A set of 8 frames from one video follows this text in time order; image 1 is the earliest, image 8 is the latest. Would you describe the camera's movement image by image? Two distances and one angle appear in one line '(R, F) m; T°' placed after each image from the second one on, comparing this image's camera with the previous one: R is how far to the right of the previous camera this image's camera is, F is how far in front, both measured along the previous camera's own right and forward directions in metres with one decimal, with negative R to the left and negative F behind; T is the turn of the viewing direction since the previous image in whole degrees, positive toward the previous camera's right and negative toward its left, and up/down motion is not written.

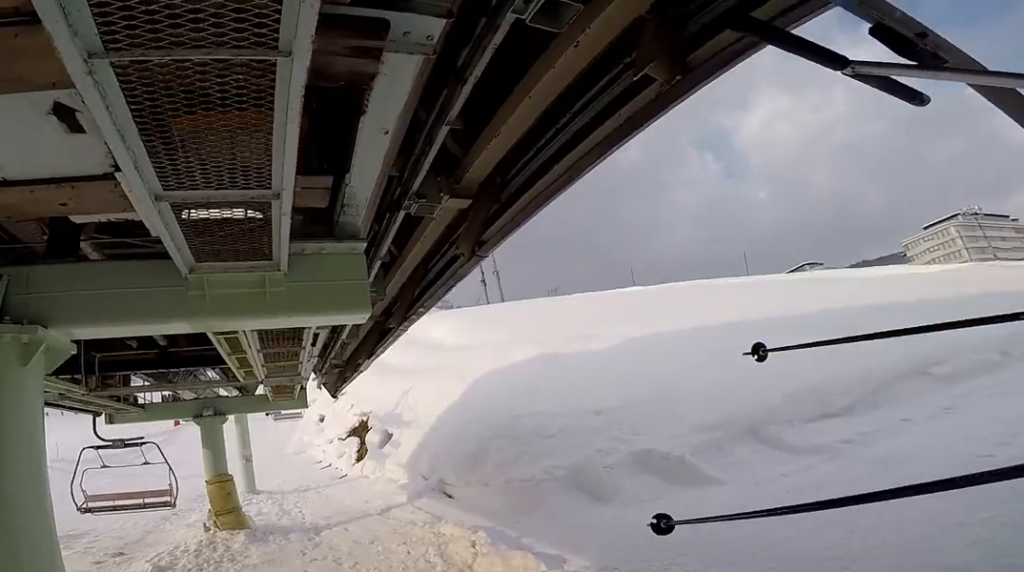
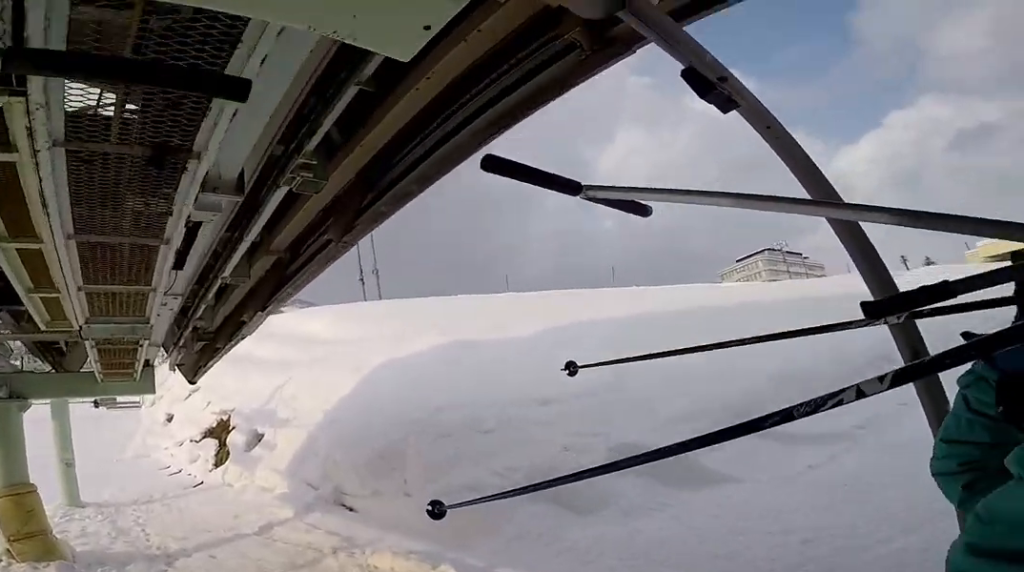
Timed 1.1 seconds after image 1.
(+0.2, +3.6) m; +5°
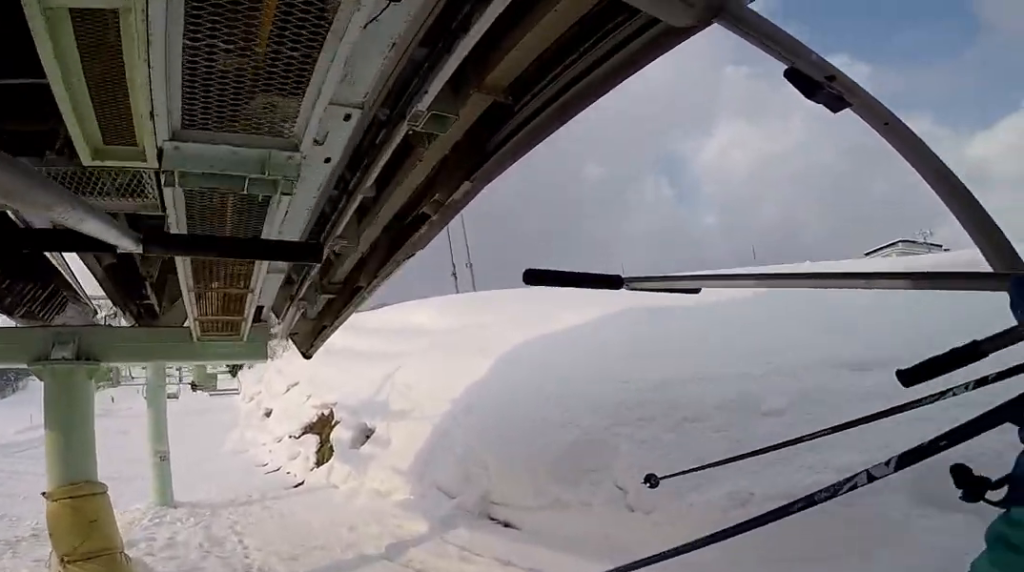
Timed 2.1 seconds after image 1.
(0.0, +4.3) m; -3°
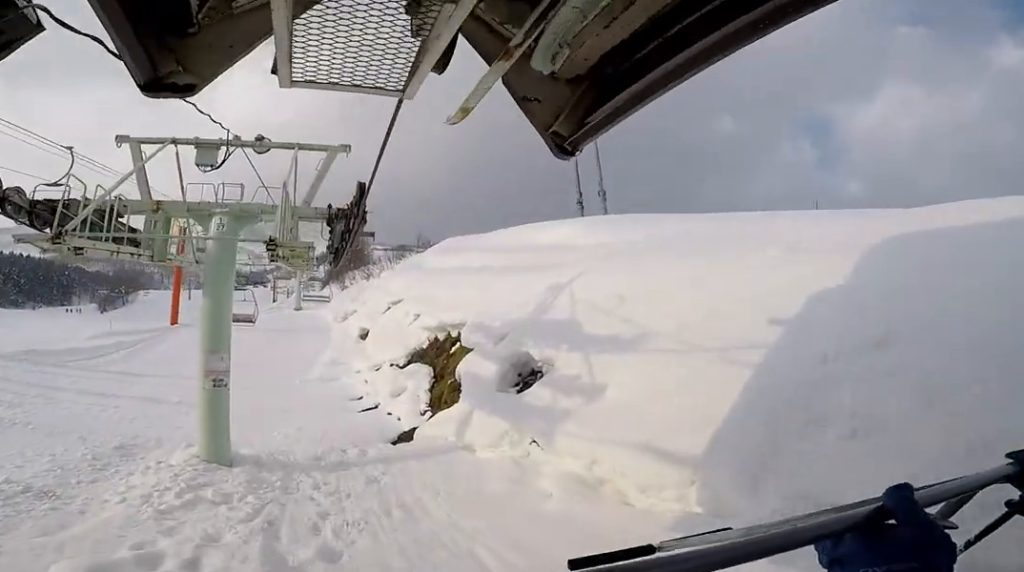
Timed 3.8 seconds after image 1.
(-0.7, +7.4) m; -11°
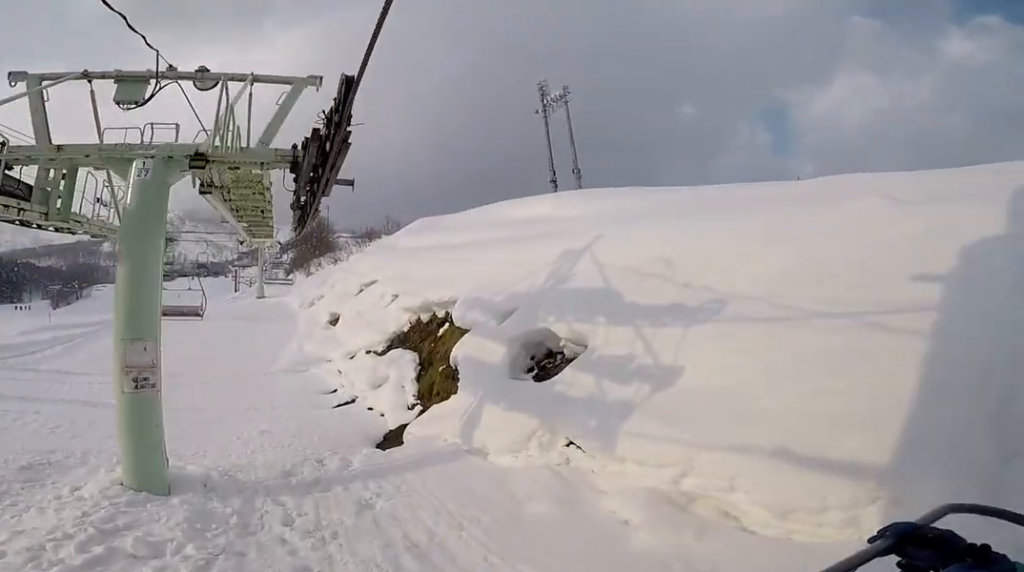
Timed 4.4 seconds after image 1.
(-0.4, +2.6) m; -1°
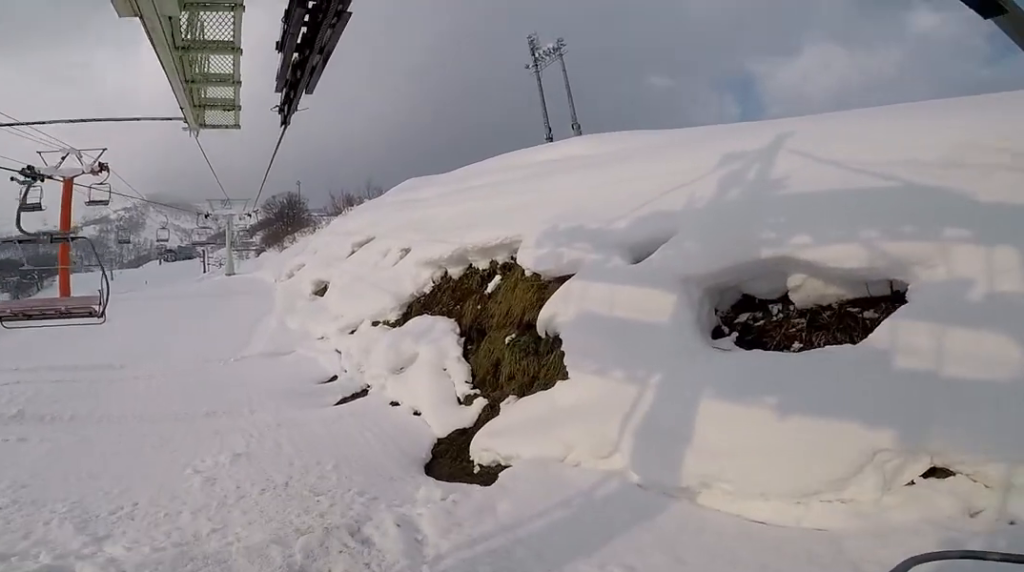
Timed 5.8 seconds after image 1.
(-0.1, +6.5) m; -7°
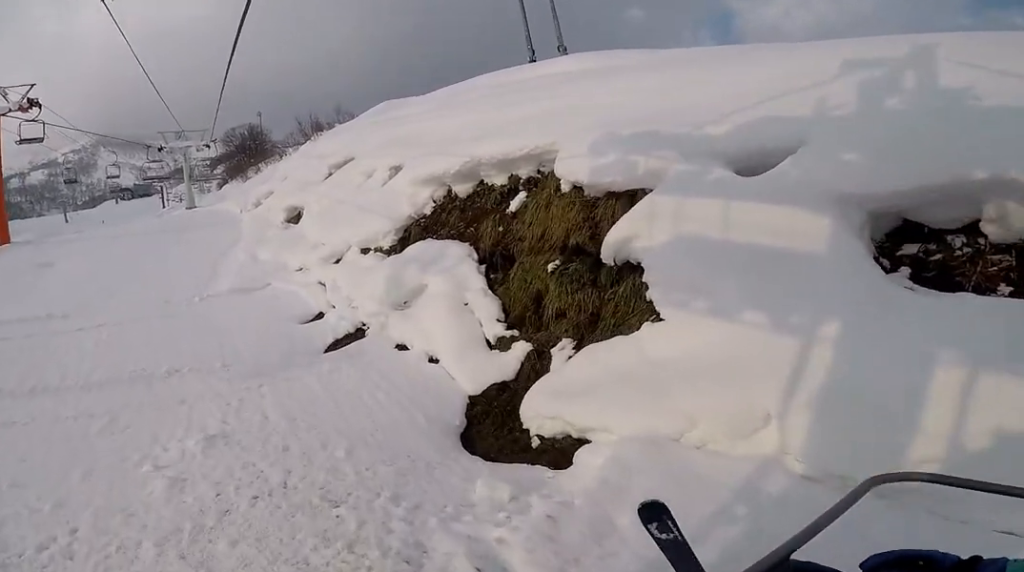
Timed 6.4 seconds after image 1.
(-0.6, +2.3) m; 0°
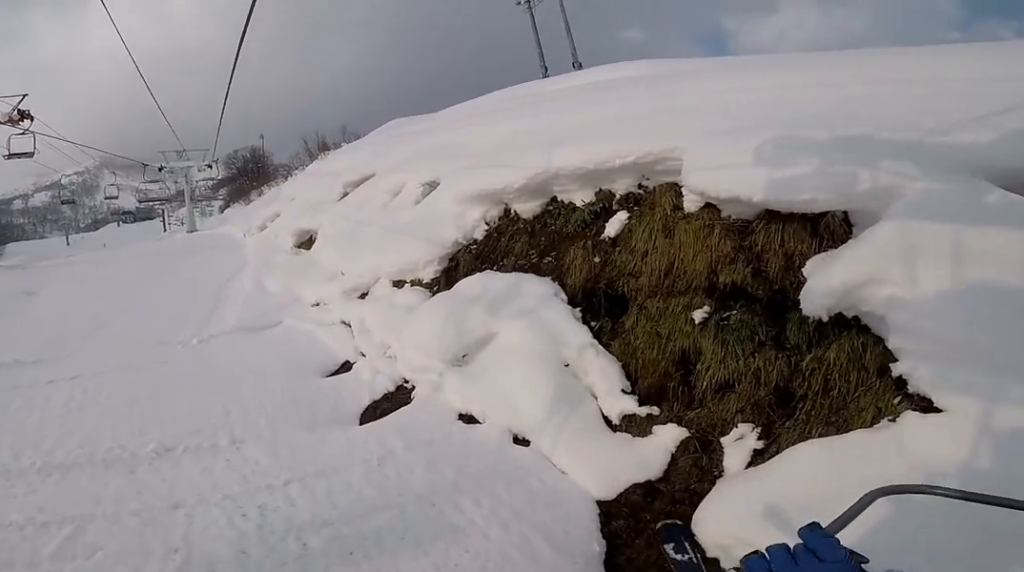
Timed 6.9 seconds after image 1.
(+0.5, +2.4) m; +2°
